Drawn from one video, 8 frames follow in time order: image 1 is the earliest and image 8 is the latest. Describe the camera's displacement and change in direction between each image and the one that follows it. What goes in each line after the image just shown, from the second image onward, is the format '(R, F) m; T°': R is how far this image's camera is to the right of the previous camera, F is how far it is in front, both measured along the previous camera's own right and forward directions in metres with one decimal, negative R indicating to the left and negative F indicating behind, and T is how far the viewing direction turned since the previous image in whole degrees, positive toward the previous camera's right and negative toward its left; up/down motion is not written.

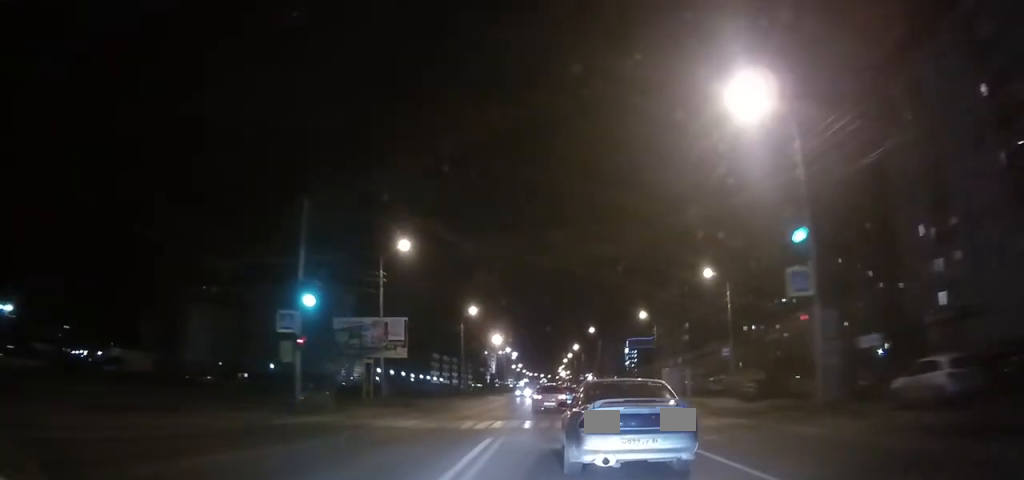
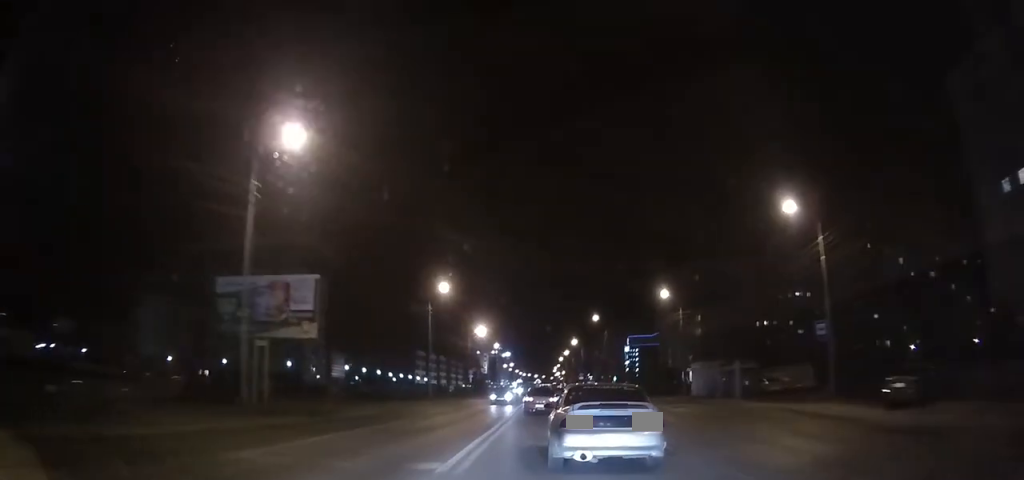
(+0.1, +21.7) m; 0°
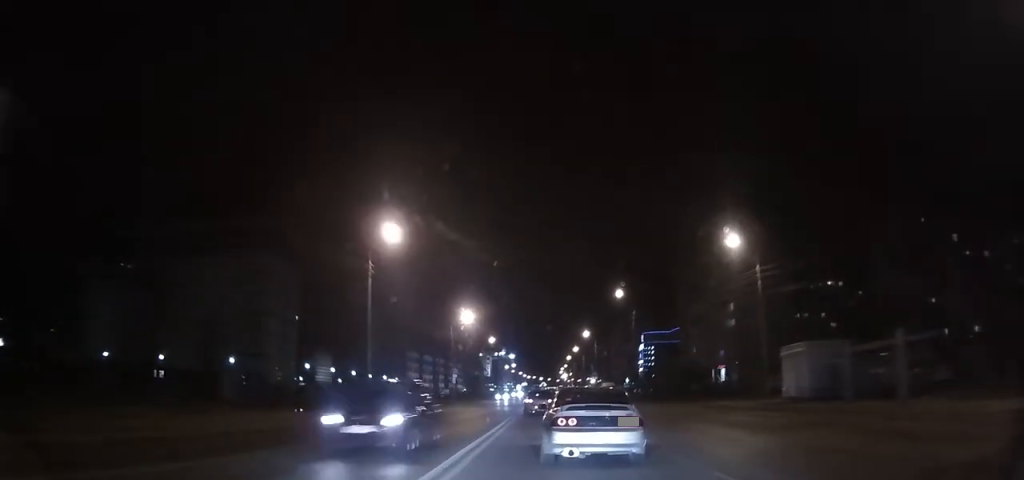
(0.0, +20.2) m; 0°
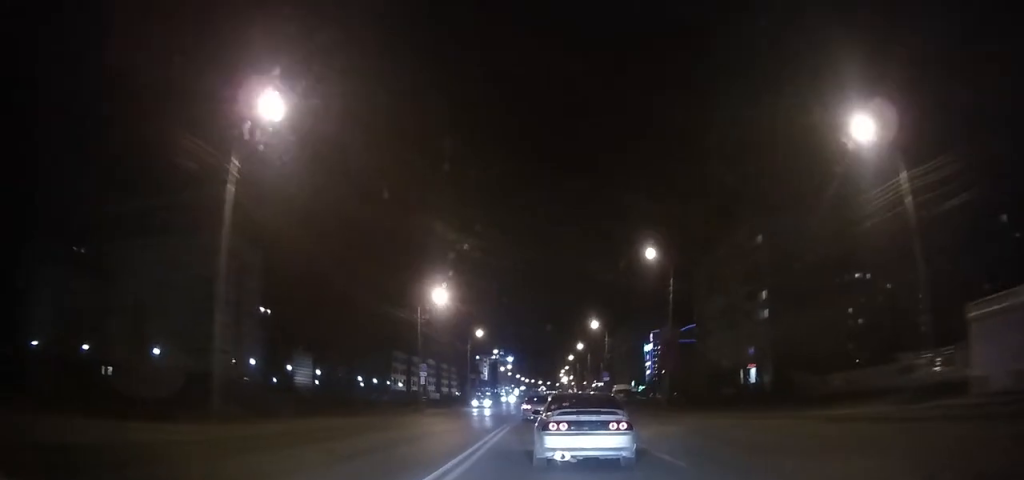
(0.0, +13.6) m; 0°
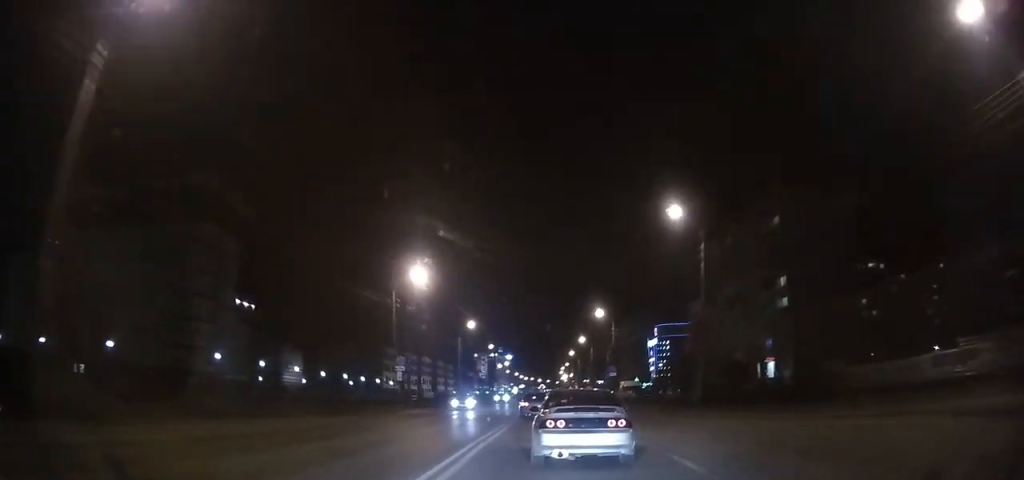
(0.0, +6.7) m; 0°
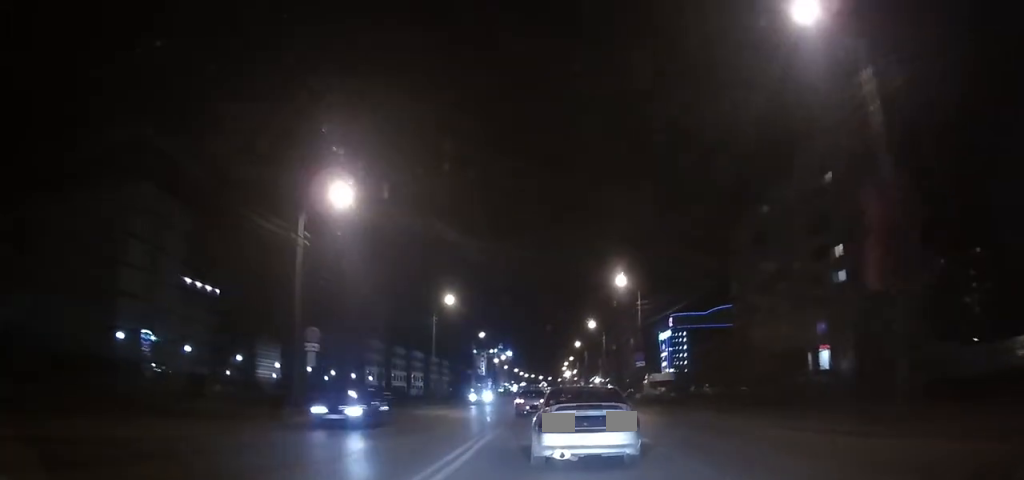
(0.0, +14.7) m; 0°
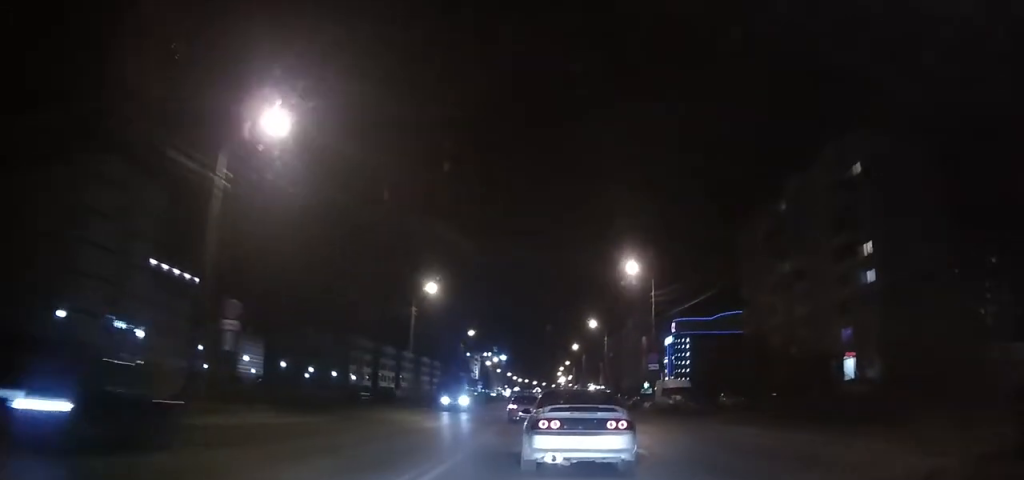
(0.0, +6.6) m; 0°
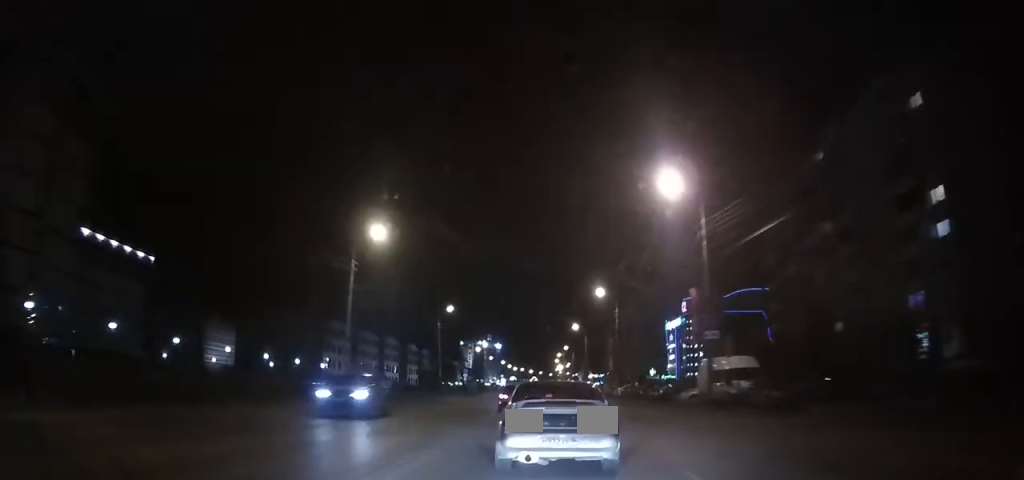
(0.0, +13.6) m; 0°
